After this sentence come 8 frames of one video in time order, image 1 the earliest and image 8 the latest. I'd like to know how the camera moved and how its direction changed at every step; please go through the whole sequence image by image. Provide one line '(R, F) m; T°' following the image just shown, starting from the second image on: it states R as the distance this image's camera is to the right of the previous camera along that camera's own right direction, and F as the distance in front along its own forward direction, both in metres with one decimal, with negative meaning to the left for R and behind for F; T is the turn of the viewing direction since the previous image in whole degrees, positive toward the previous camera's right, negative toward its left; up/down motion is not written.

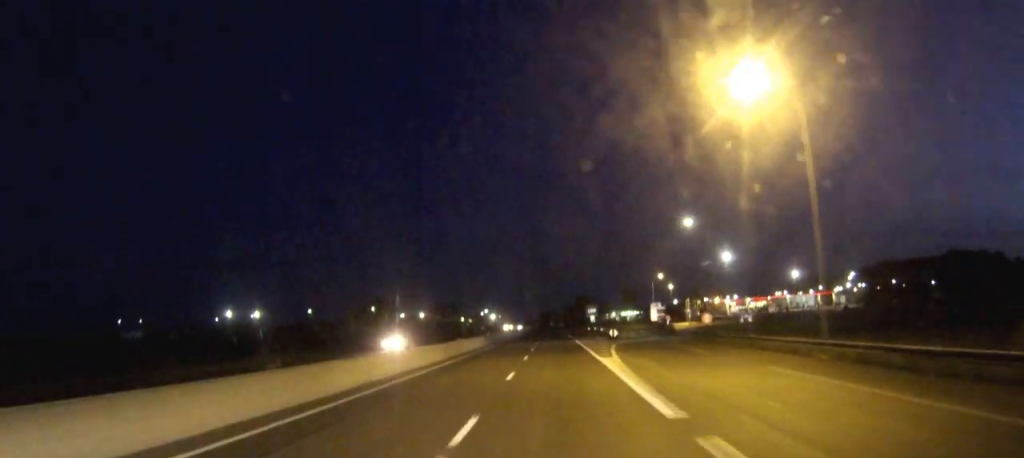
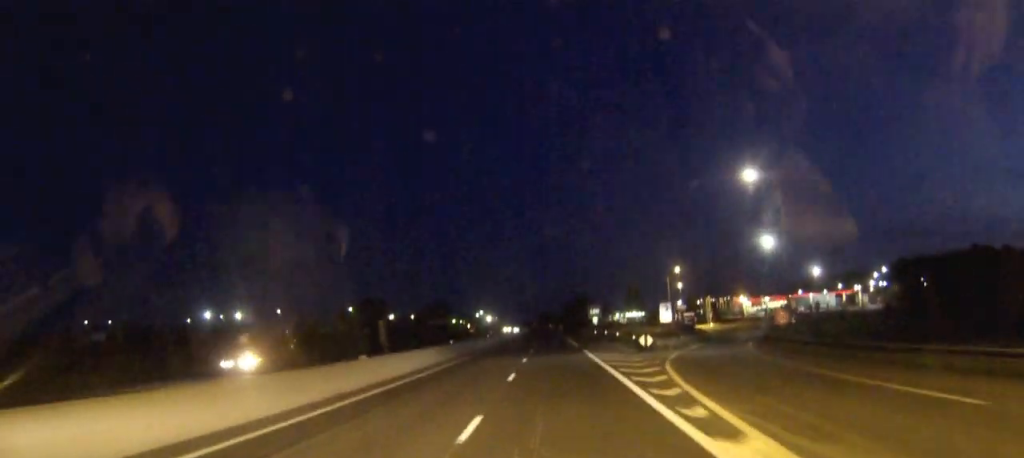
(0.0, +25.2) m; 0°
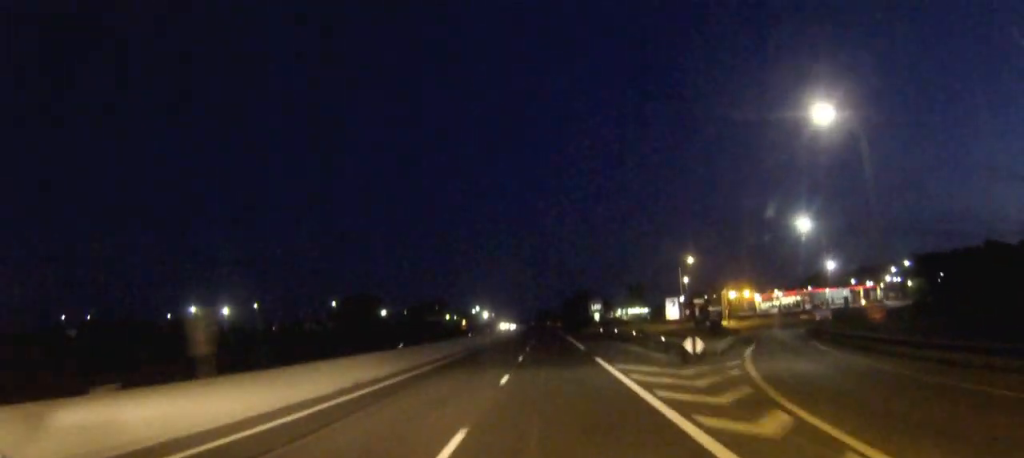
(0.0, +15.5) m; 0°
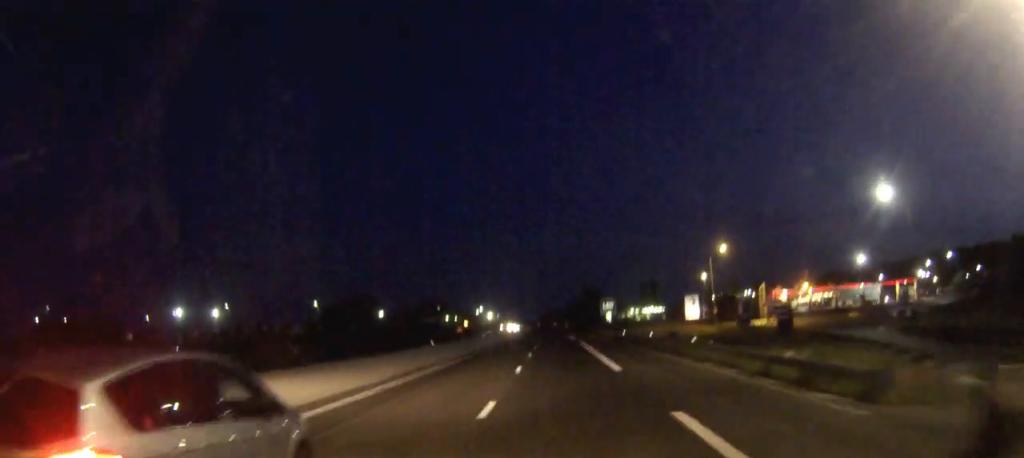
(0.0, +21.3) m; 0°
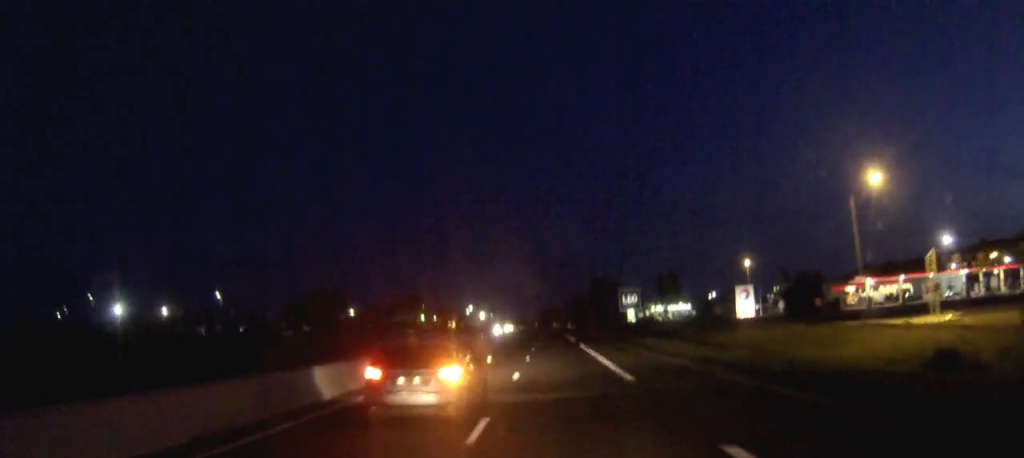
(-0.2, +55.2) m; 0°
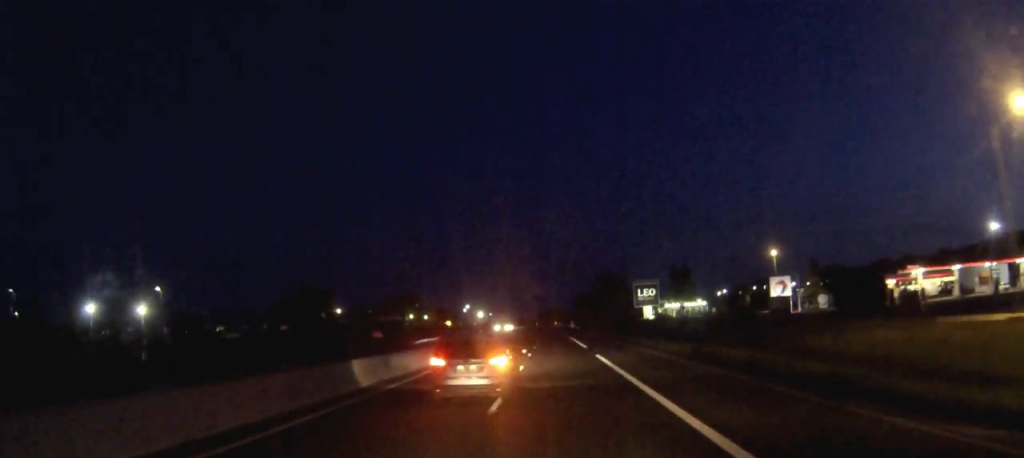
(0.0, +22.3) m; 0°
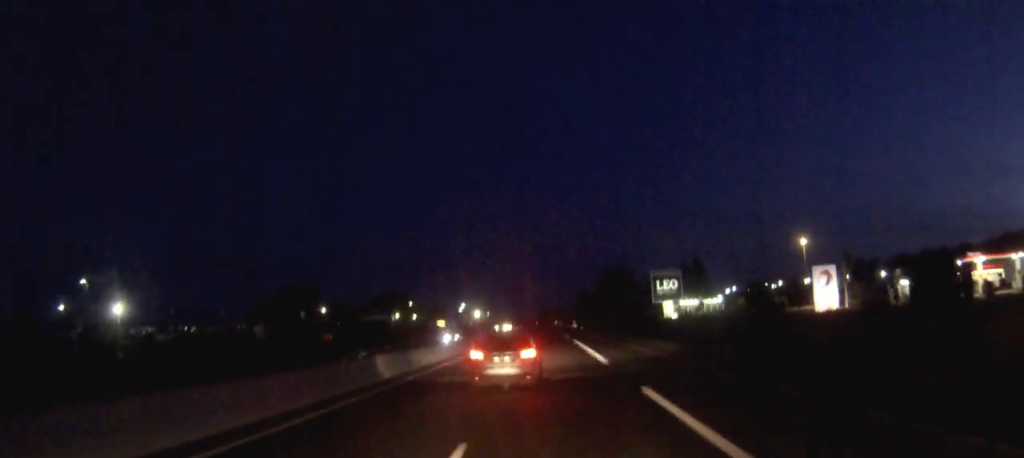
(0.0, +20.3) m; 0°
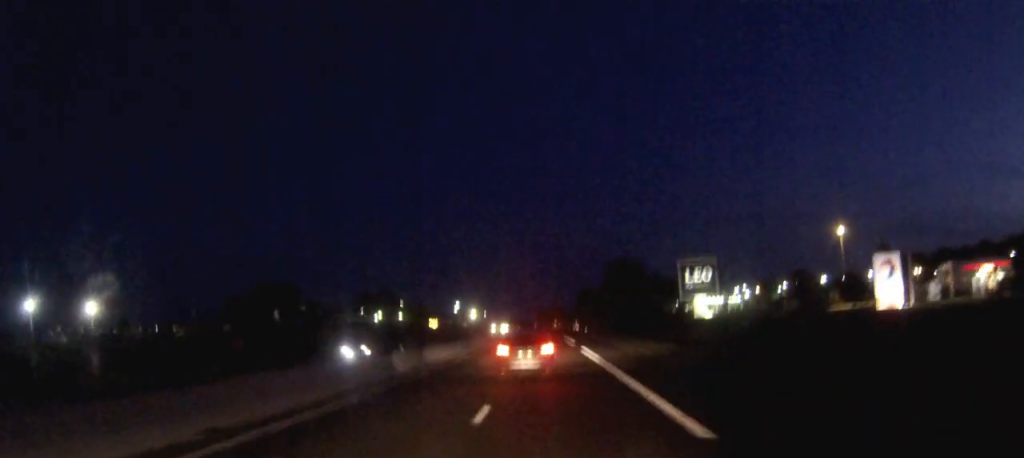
(0.0, +20.4) m; 0°
